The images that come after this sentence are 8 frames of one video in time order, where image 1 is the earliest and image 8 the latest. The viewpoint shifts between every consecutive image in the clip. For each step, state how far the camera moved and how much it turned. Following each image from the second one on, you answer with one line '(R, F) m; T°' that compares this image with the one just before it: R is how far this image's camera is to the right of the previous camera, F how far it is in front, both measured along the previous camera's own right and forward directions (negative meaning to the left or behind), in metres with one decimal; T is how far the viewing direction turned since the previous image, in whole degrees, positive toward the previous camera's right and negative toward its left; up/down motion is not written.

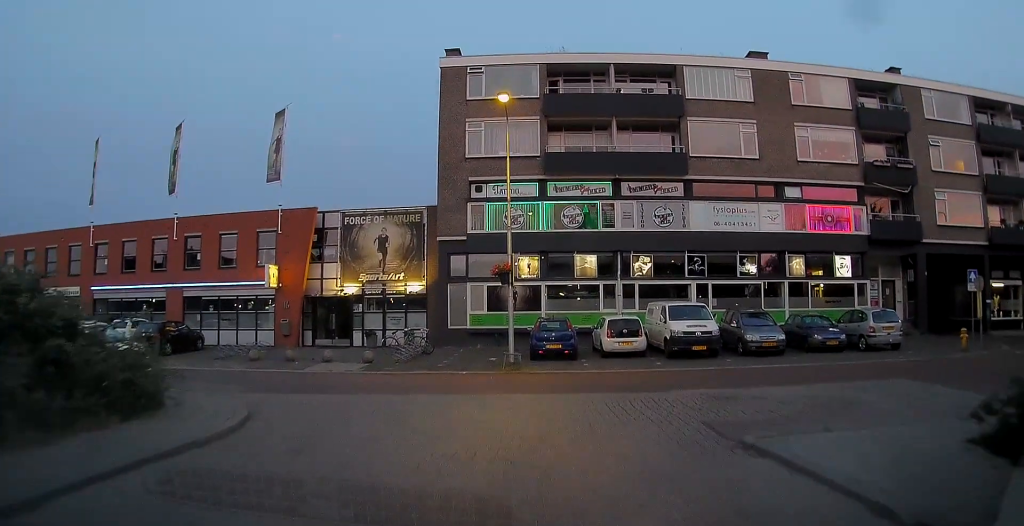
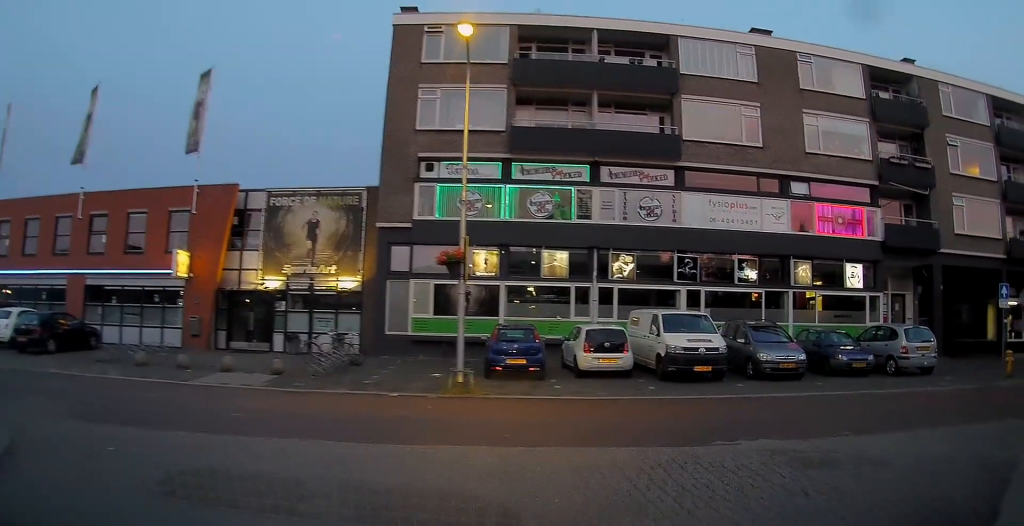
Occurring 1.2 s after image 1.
(+0.5, +5.1) m; +17°
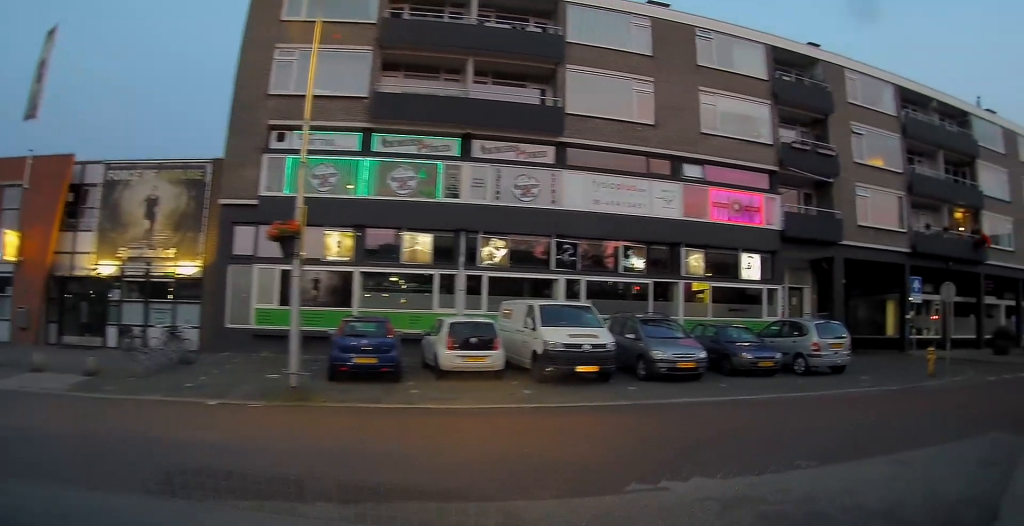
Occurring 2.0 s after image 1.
(+0.3, +2.6) m; +15°
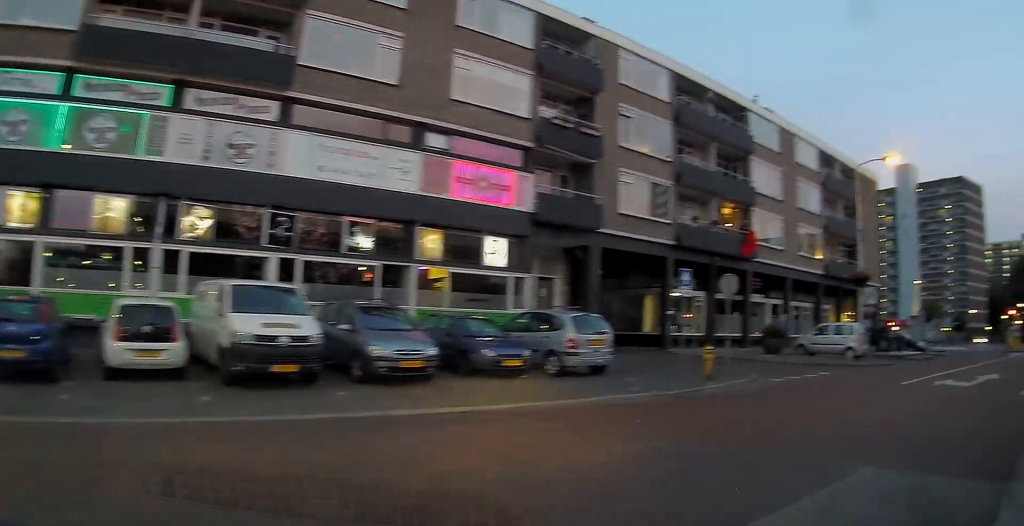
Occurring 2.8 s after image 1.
(0.0, +2.7) m; +24°
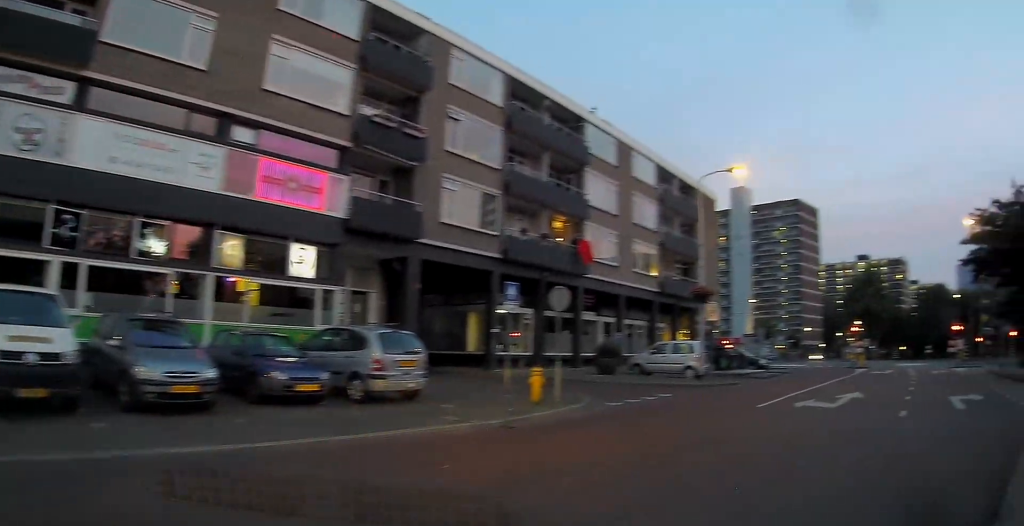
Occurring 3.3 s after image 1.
(+0.7, +1.9) m; +18°
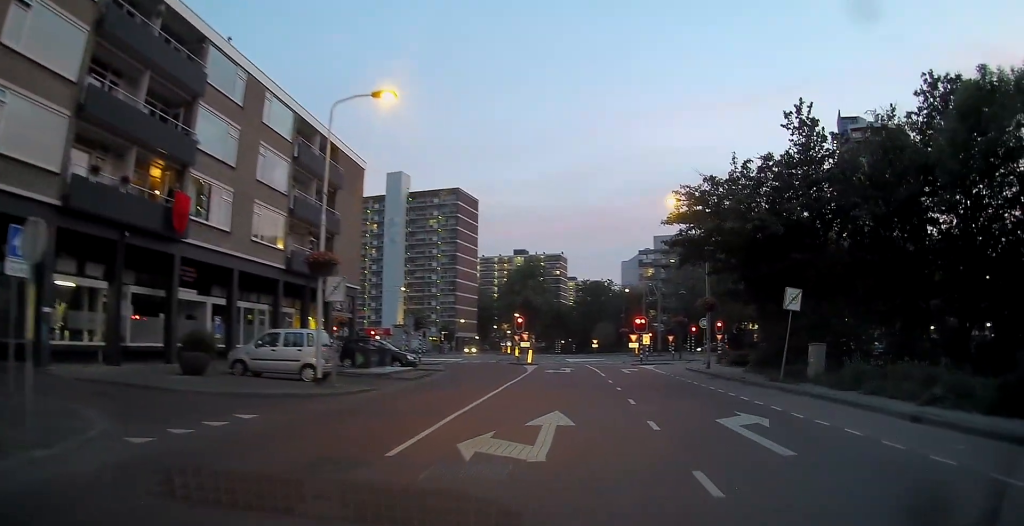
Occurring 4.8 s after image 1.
(+2.4, +5.9) m; +24°
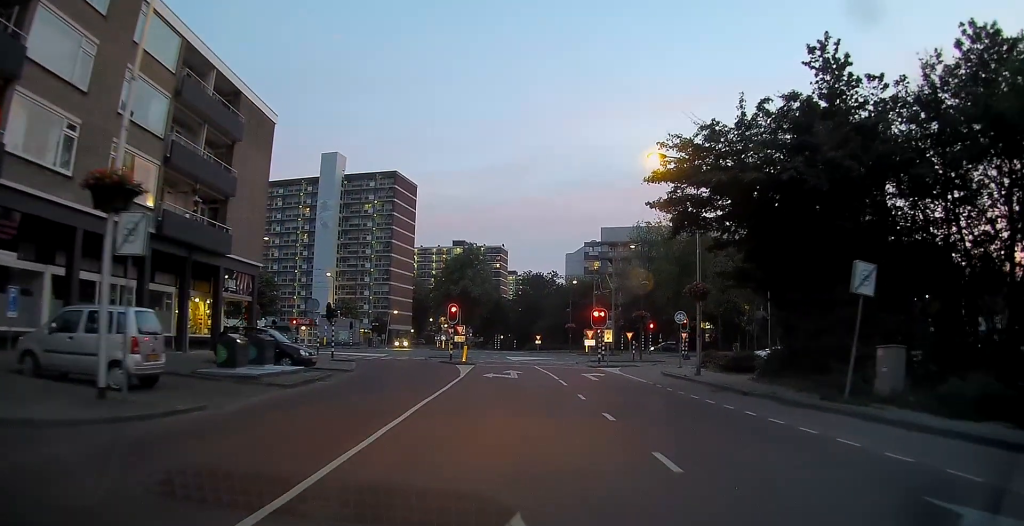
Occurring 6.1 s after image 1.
(-0.4, +6.8) m; +1°
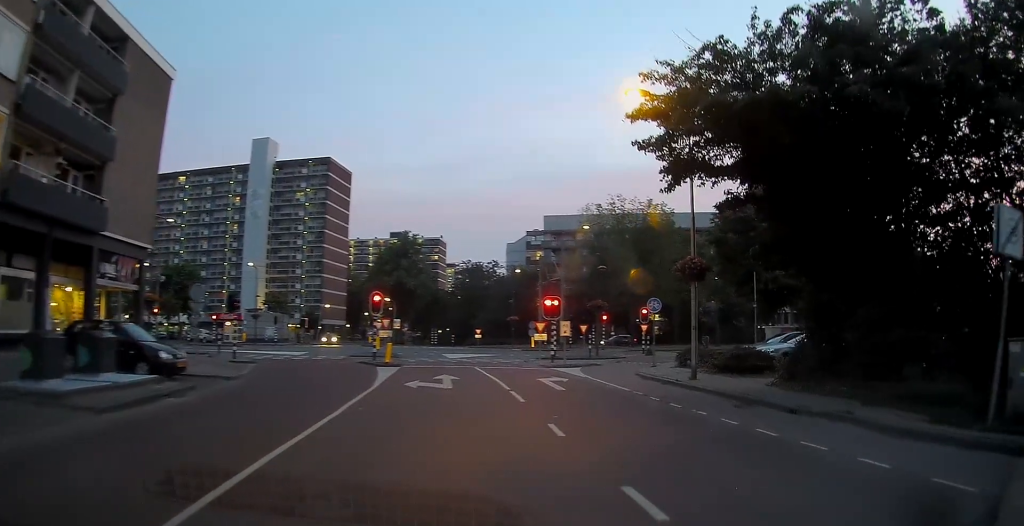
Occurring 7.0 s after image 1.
(+0.4, +5.7) m; +5°
